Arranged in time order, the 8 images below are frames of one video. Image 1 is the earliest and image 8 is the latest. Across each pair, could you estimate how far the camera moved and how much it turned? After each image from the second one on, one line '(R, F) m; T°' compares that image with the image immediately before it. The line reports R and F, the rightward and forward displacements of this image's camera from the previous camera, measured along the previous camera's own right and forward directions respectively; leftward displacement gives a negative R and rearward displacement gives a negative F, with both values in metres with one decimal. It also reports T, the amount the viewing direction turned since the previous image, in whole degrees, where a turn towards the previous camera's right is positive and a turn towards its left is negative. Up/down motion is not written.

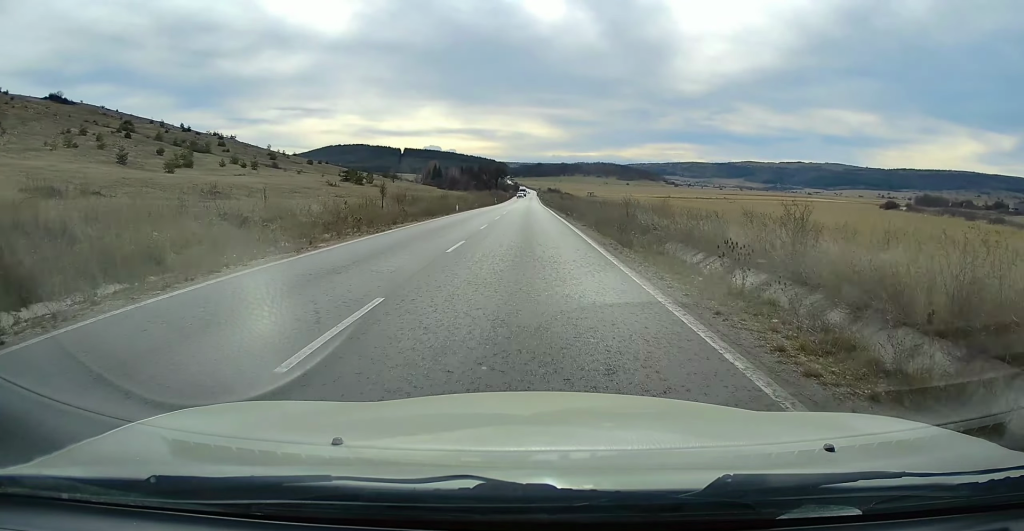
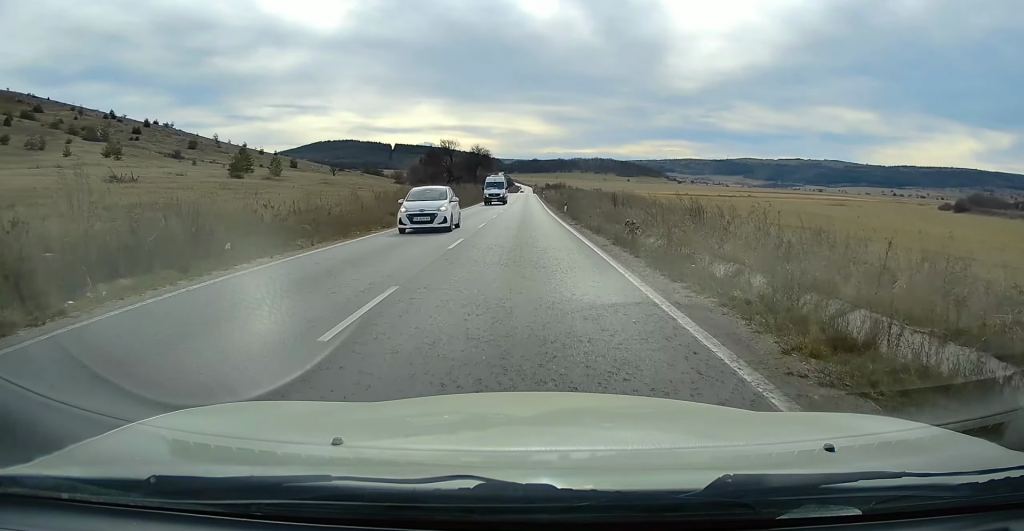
(+0.4, +60.8) m; +1°
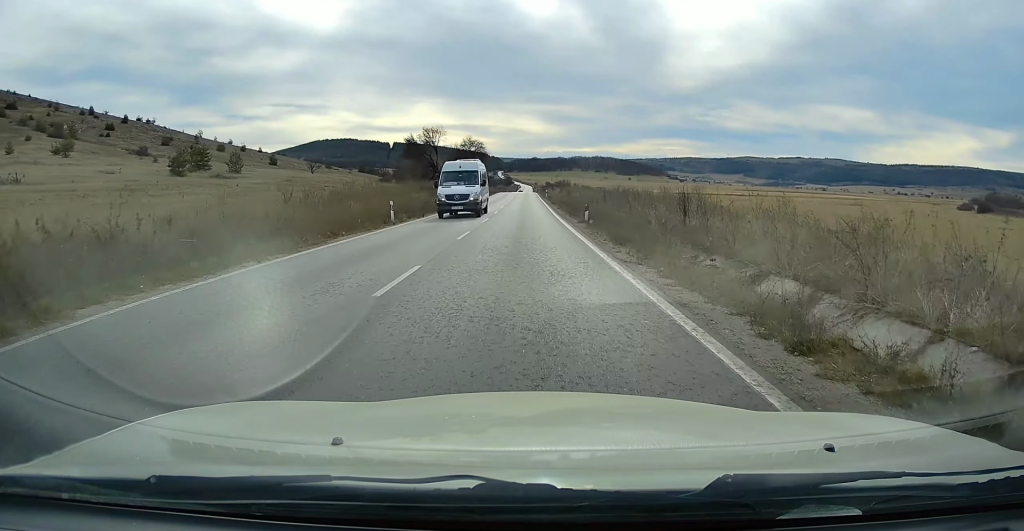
(0.0, +14.9) m; 0°
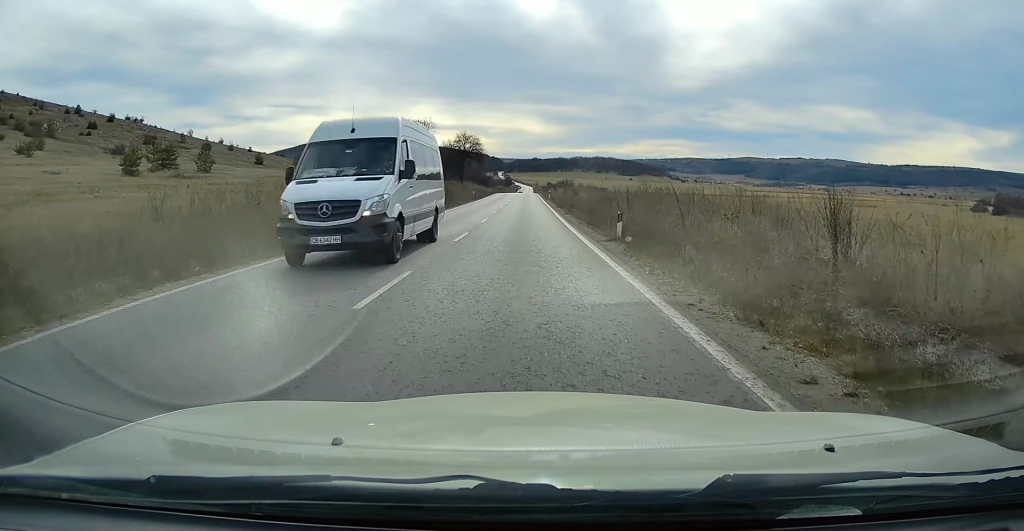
(0.0, +9.7) m; 0°
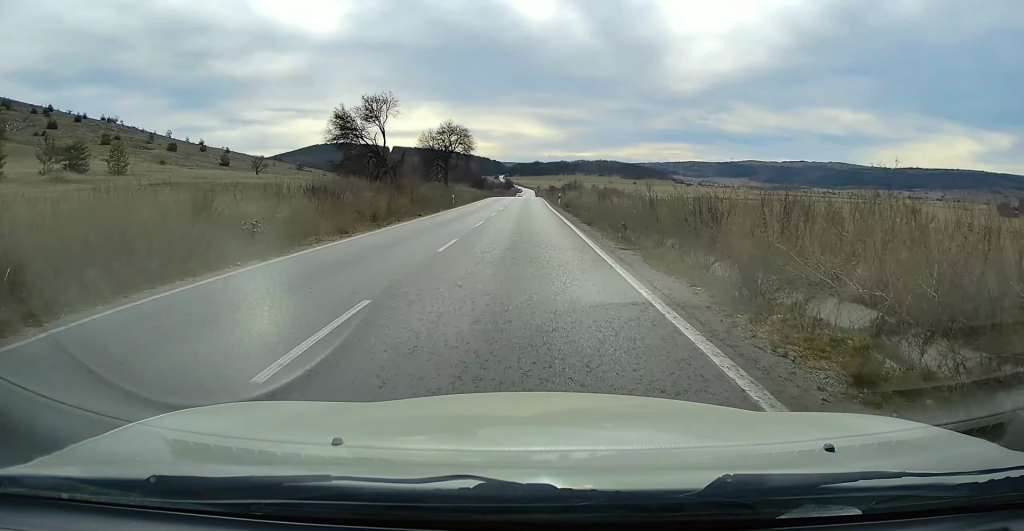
(-0.1, +20.3) m; 0°
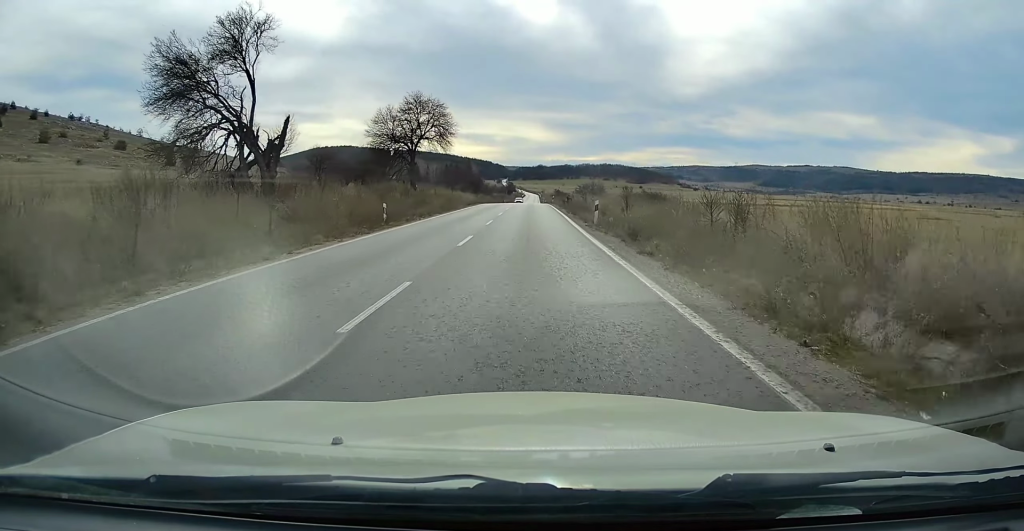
(0.0, +25.2) m; 0°
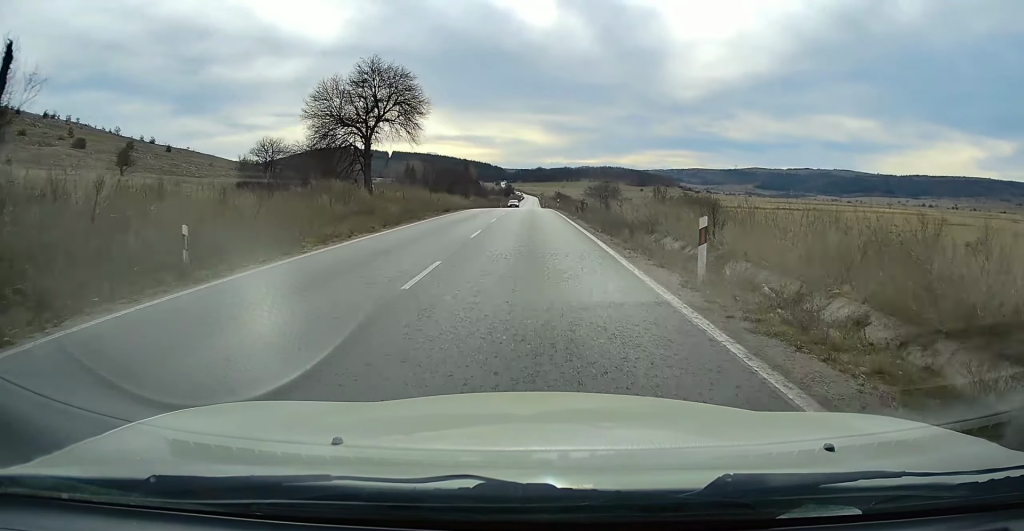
(0.0, +15.1) m; 0°
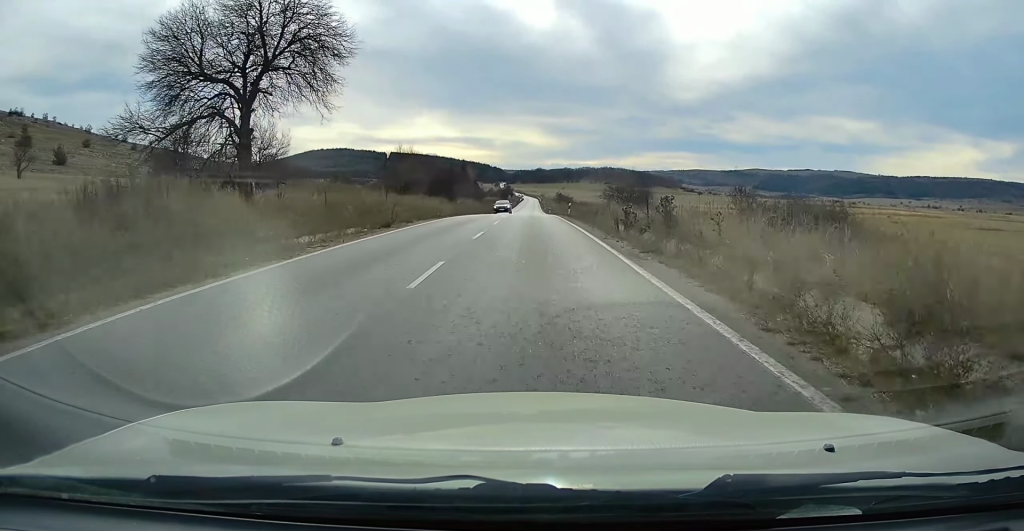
(0.0, +17.7) m; 0°
